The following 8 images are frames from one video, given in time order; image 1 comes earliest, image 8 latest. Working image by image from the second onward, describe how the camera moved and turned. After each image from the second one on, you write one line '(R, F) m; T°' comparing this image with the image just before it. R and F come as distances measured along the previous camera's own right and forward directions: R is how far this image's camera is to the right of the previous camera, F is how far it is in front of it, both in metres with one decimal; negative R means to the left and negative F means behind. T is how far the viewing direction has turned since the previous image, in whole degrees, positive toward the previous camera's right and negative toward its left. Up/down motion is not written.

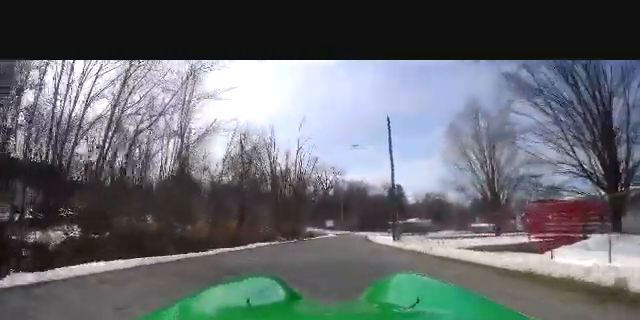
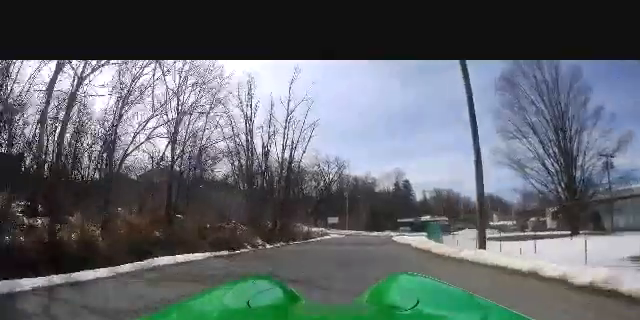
(-0.1, +16.8) m; 0°
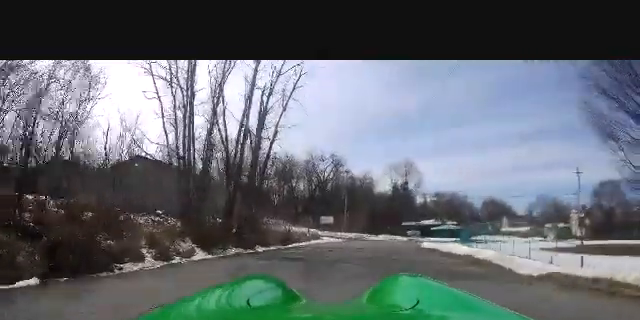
(0.0, +15.4) m; +1°
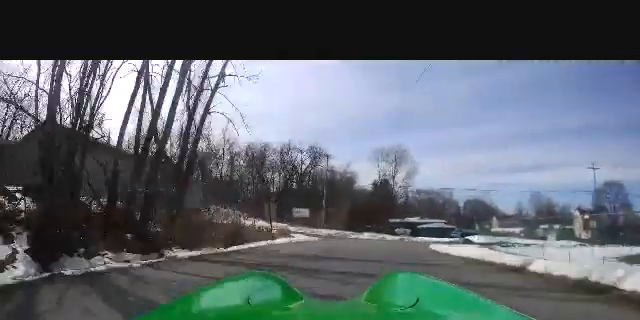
(+0.2, +10.5) m; +1°
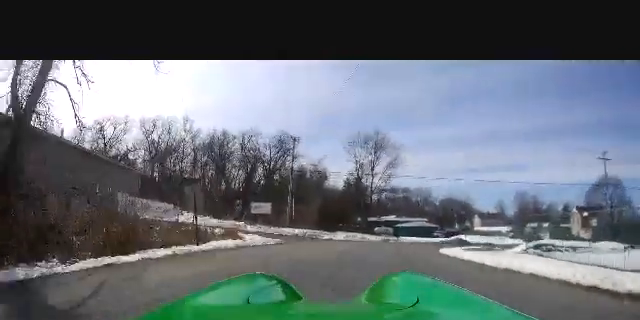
(+0.1, +9.8) m; +2°
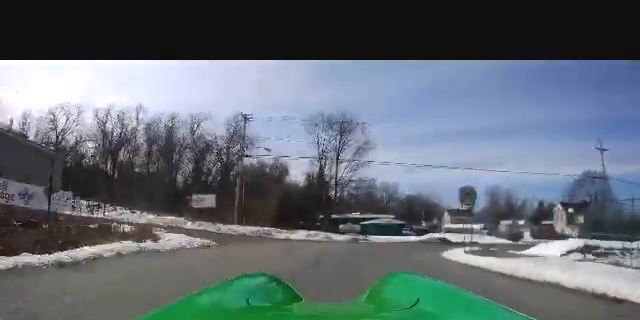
(-0.1, +7.6) m; +2°
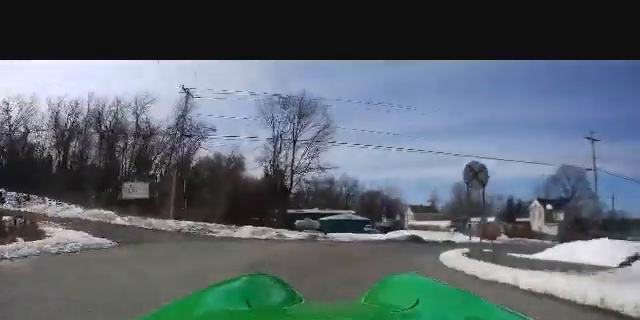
(+0.1, +6.0) m; +4°
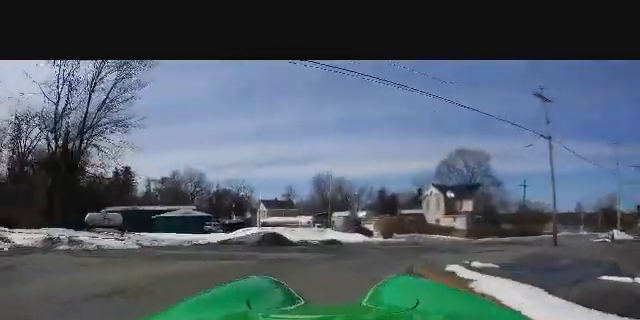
(+2.5, +17.5) m; +21°
